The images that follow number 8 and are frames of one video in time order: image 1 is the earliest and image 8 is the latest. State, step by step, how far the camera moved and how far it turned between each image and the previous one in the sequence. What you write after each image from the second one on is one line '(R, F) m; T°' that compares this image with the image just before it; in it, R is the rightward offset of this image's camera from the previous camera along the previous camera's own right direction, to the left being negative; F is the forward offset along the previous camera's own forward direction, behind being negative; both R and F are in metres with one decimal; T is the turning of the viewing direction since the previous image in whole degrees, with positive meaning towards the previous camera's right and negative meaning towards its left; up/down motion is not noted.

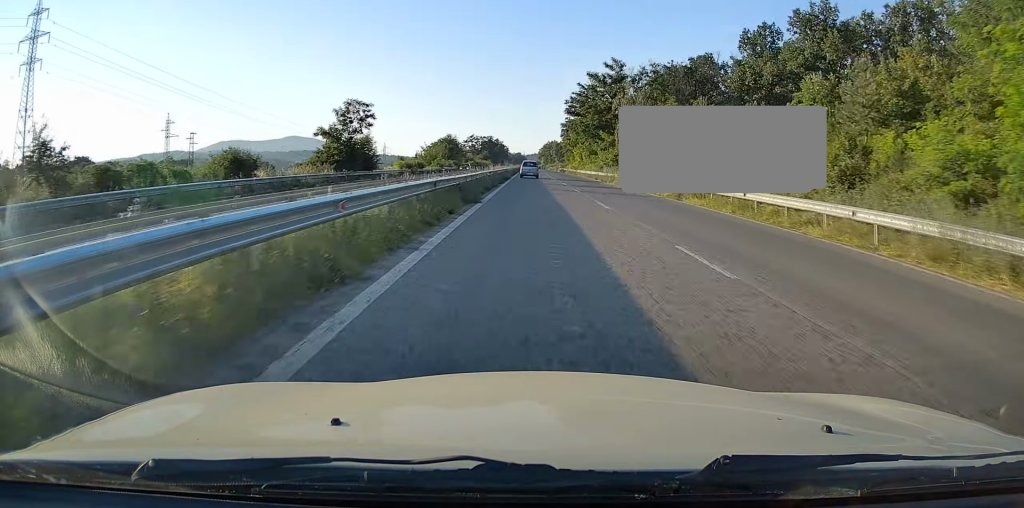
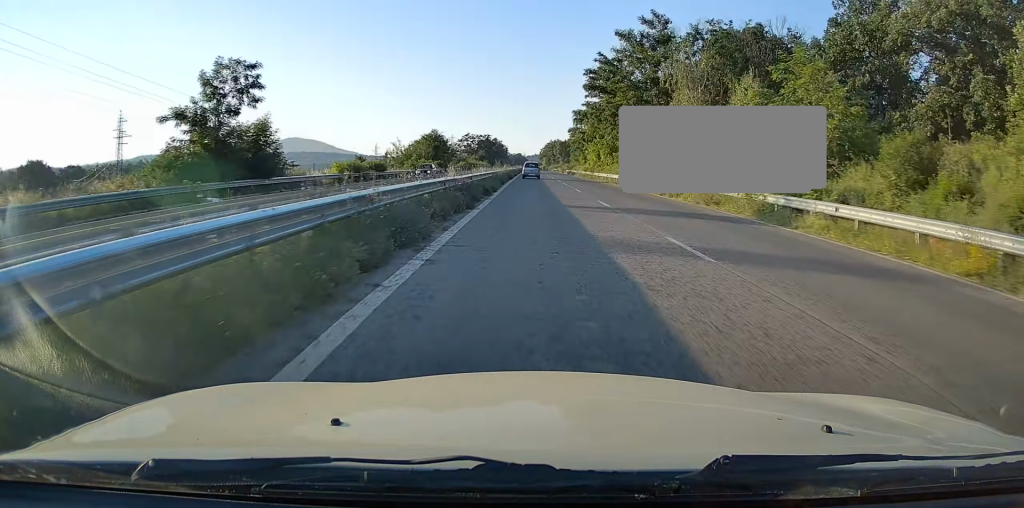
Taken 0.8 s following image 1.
(0.0, +22.8) m; 0°
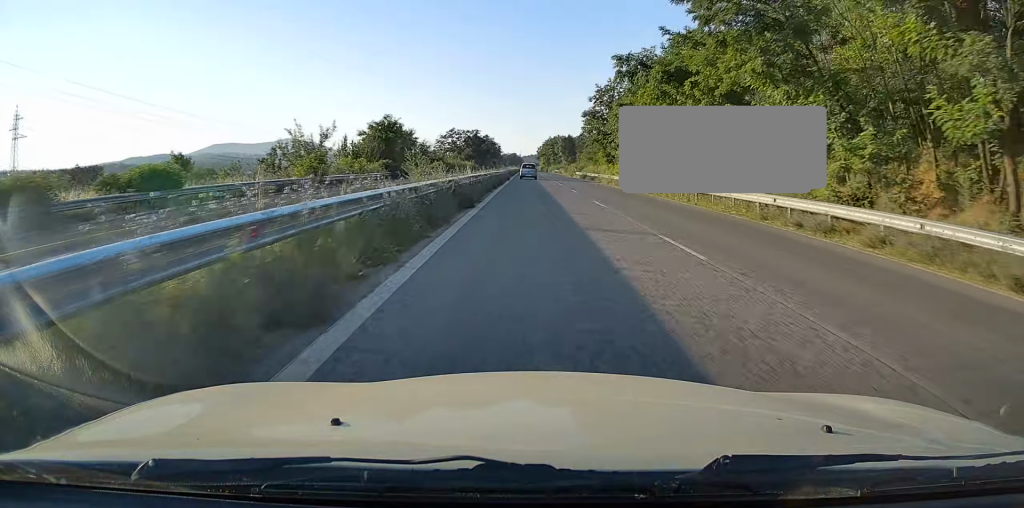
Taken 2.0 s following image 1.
(+0.1, +35.9) m; 0°
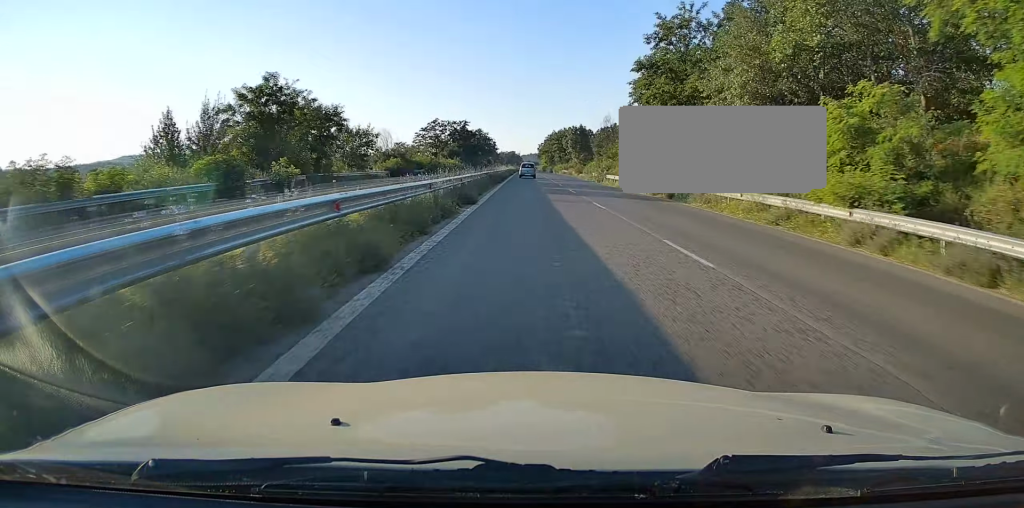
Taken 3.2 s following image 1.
(0.0, +37.0) m; 0°
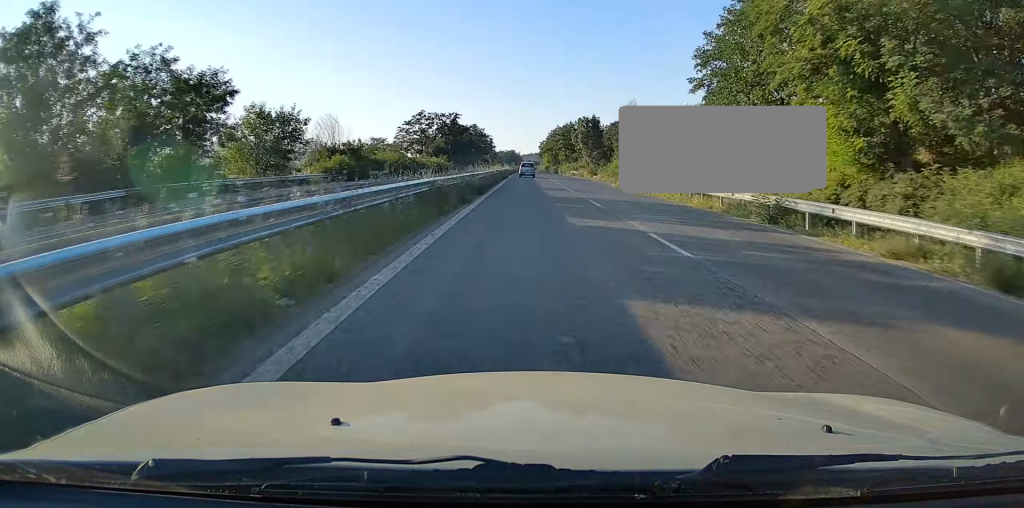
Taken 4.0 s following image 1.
(+0.1, +23.1) m; 0°
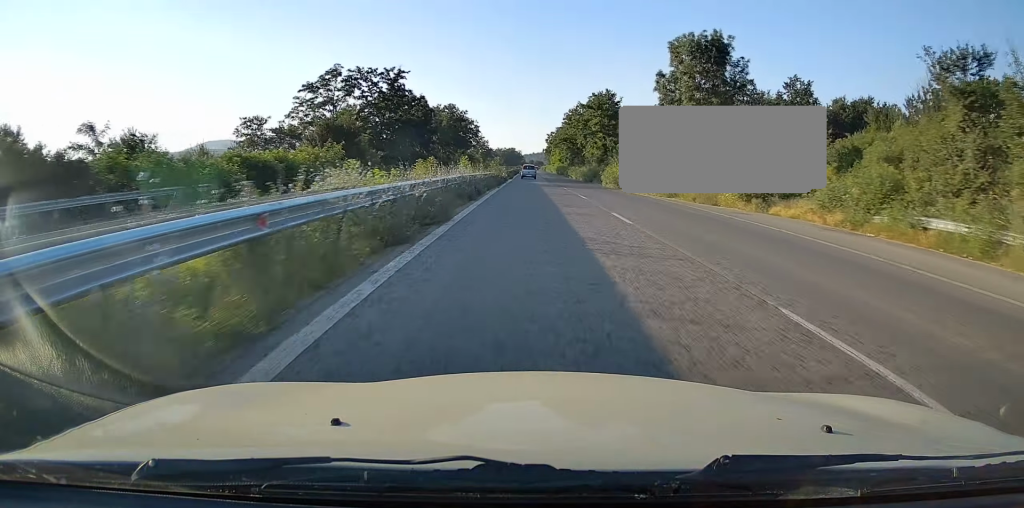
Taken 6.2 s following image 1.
(-0.5, +66.6) m; -1°
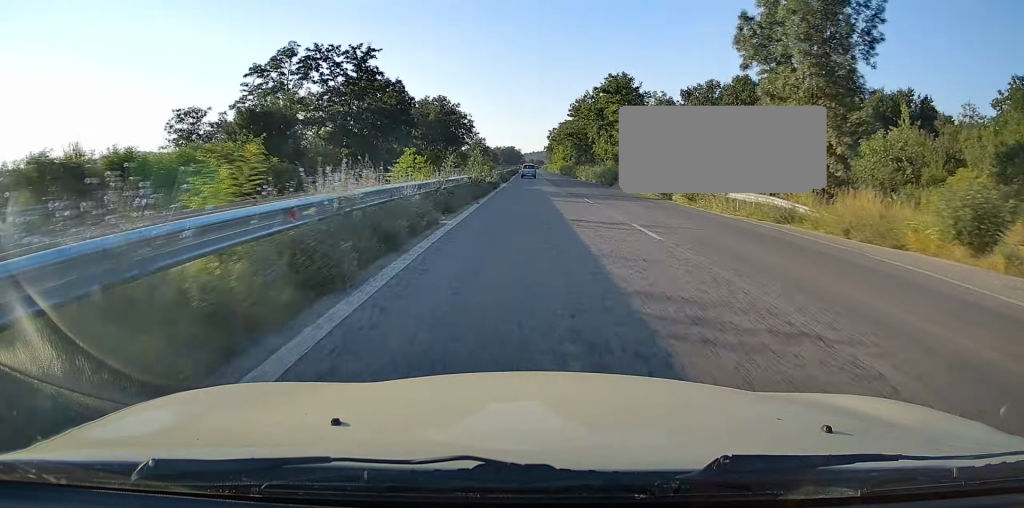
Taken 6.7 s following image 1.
(+0.1, +15.2) m; 0°
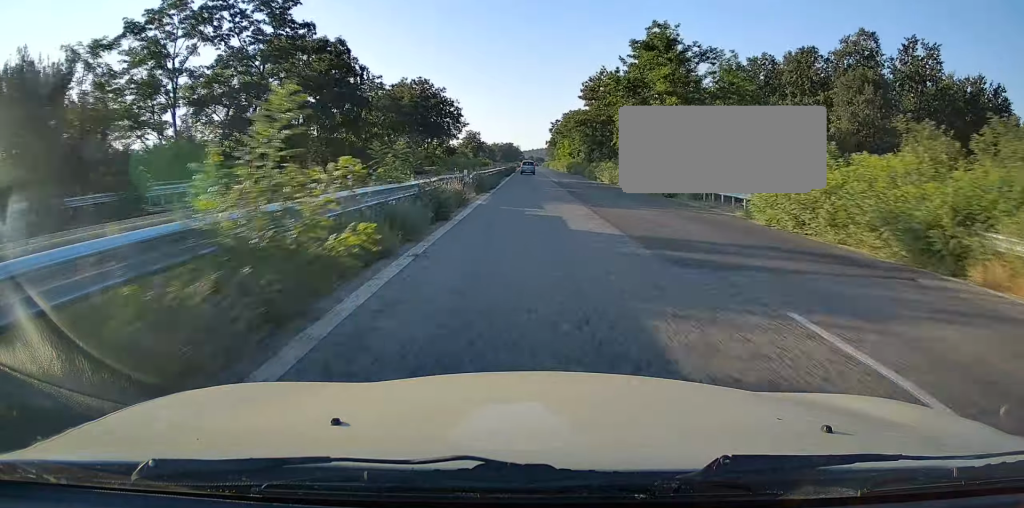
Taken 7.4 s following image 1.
(+0.2, +21.3) m; 0°
